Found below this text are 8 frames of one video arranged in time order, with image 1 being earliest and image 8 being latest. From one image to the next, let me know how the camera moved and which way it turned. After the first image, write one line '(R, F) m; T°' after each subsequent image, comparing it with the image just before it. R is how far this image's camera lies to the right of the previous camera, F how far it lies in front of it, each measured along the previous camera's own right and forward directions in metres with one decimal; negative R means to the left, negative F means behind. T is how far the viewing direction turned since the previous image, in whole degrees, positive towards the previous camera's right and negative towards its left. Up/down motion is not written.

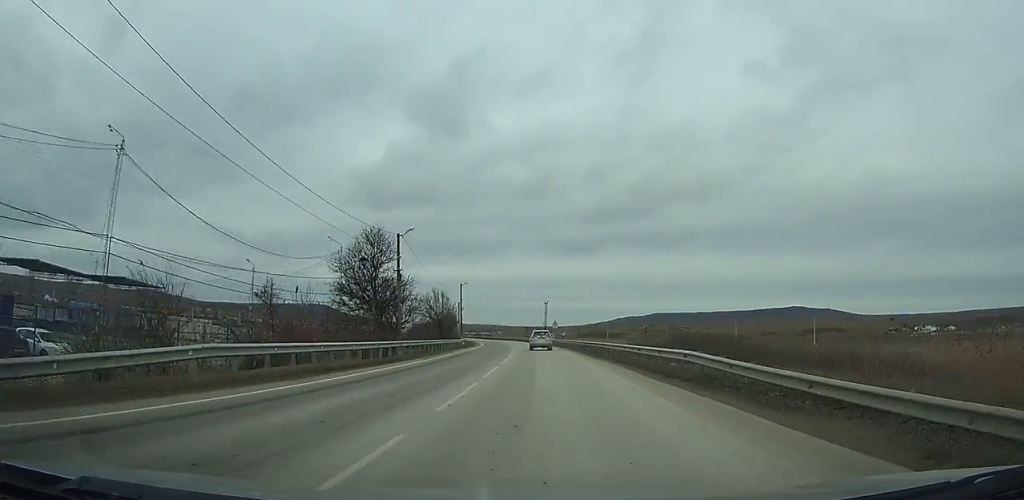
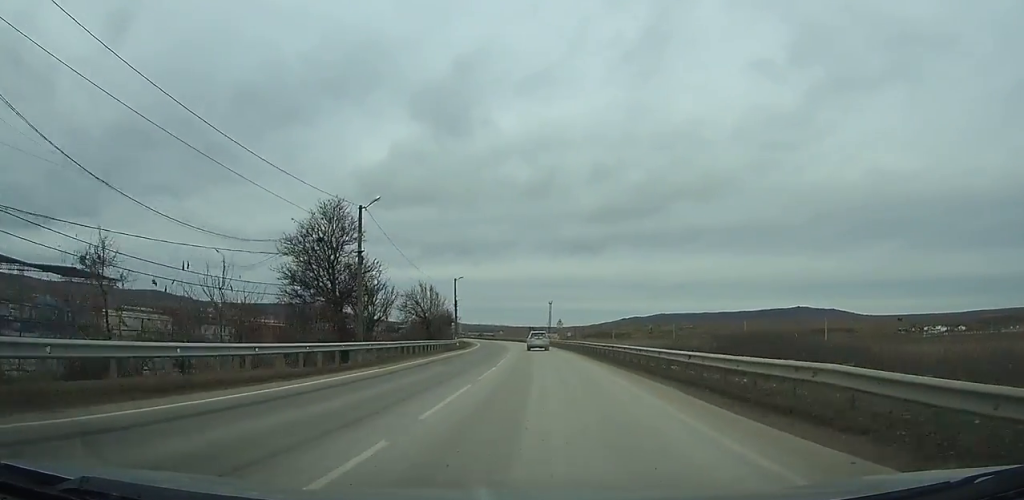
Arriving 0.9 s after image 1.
(-0.1, +9.7) m; -1°
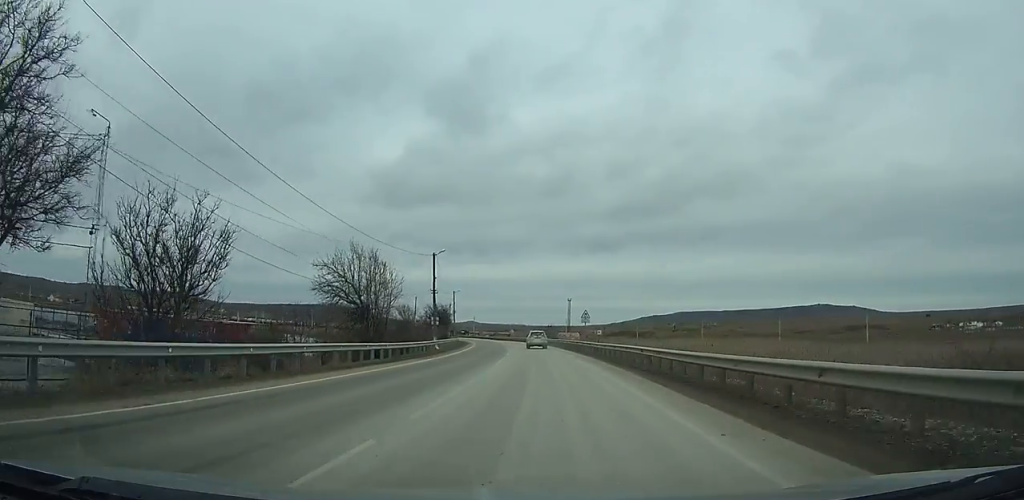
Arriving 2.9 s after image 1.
(-0.4, +25.5) m; -2°
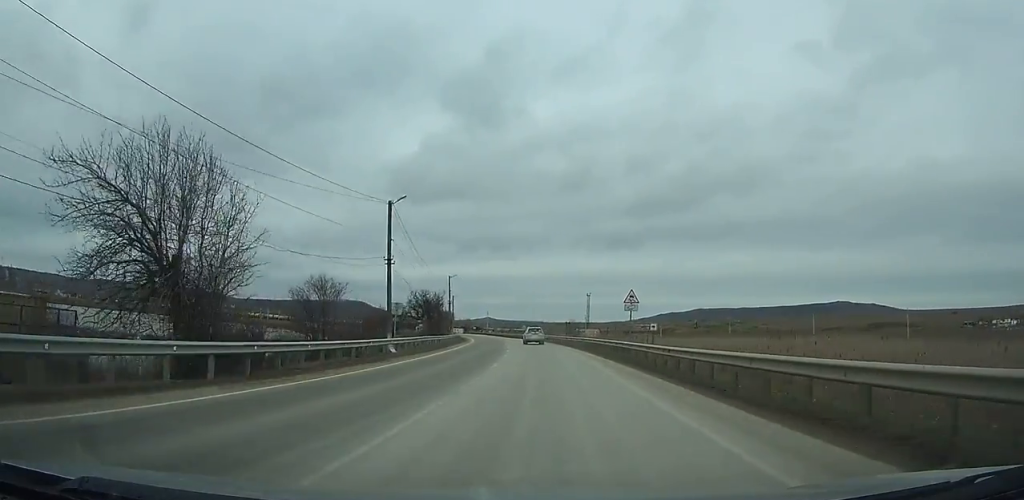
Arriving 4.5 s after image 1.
(-0.2, +21.2) m; -2°
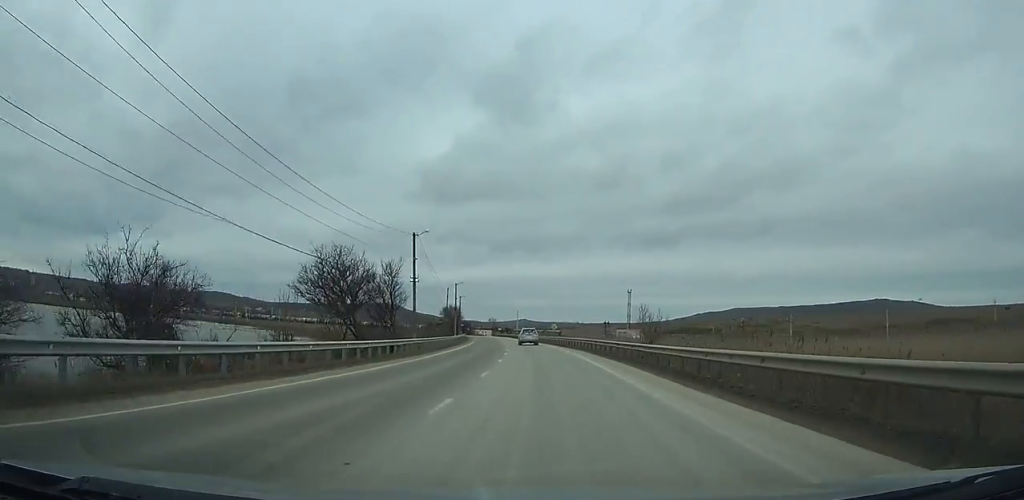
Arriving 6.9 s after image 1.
(-1.4, +37.9) m; -4°
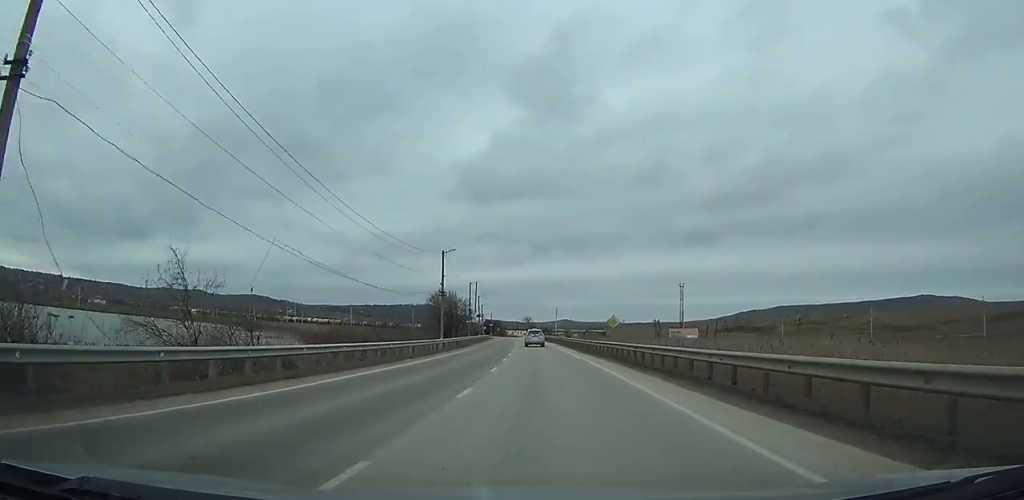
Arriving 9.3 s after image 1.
(-1.4, +38.7) m; -4°
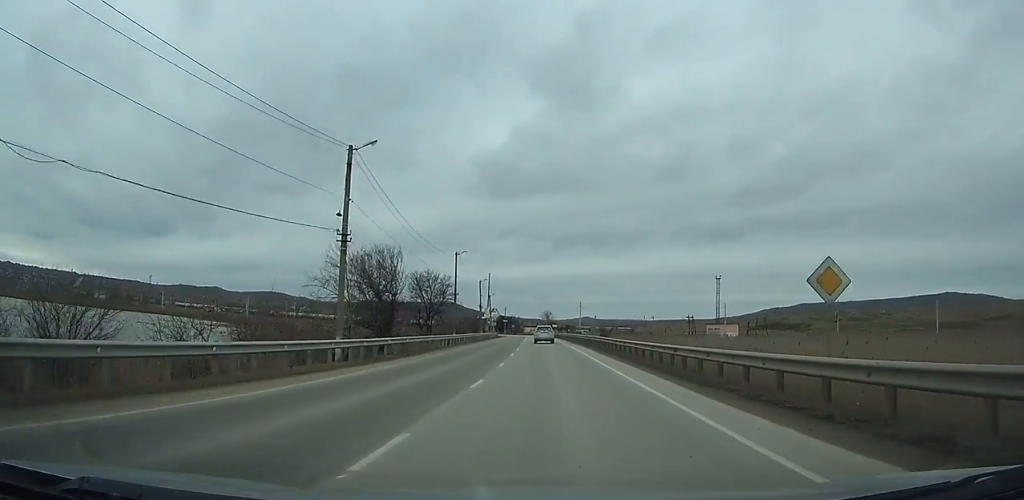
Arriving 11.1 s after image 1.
(-0.7, +30.9) m; -2°
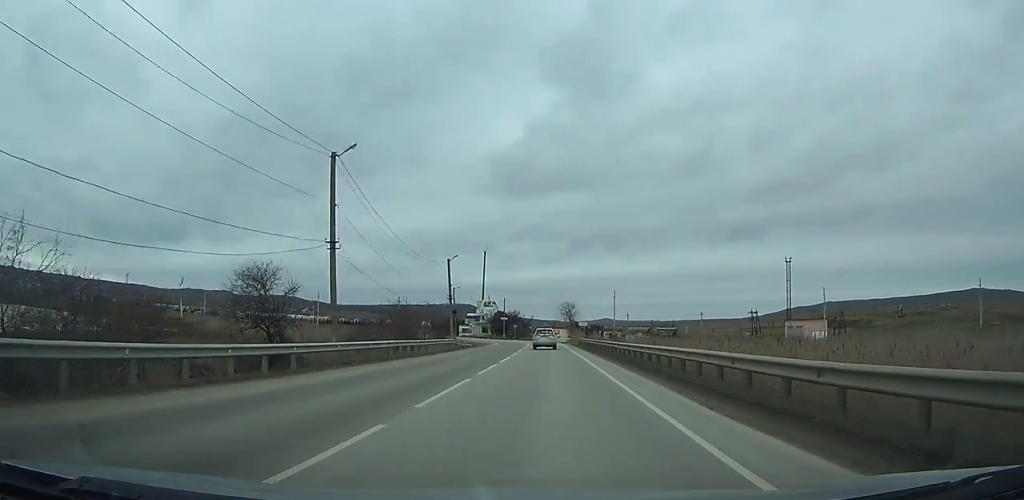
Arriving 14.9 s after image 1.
(-1.1, +65.8) m; -2°
